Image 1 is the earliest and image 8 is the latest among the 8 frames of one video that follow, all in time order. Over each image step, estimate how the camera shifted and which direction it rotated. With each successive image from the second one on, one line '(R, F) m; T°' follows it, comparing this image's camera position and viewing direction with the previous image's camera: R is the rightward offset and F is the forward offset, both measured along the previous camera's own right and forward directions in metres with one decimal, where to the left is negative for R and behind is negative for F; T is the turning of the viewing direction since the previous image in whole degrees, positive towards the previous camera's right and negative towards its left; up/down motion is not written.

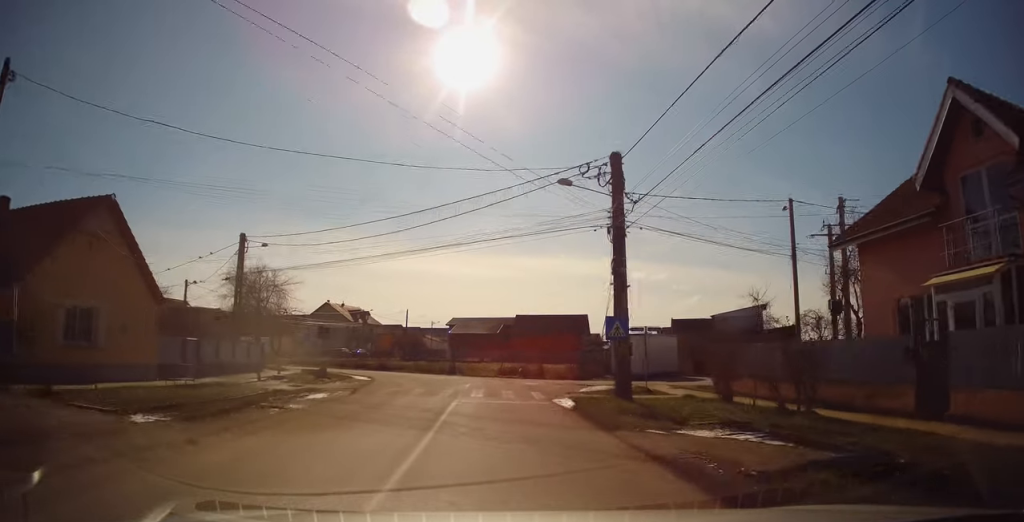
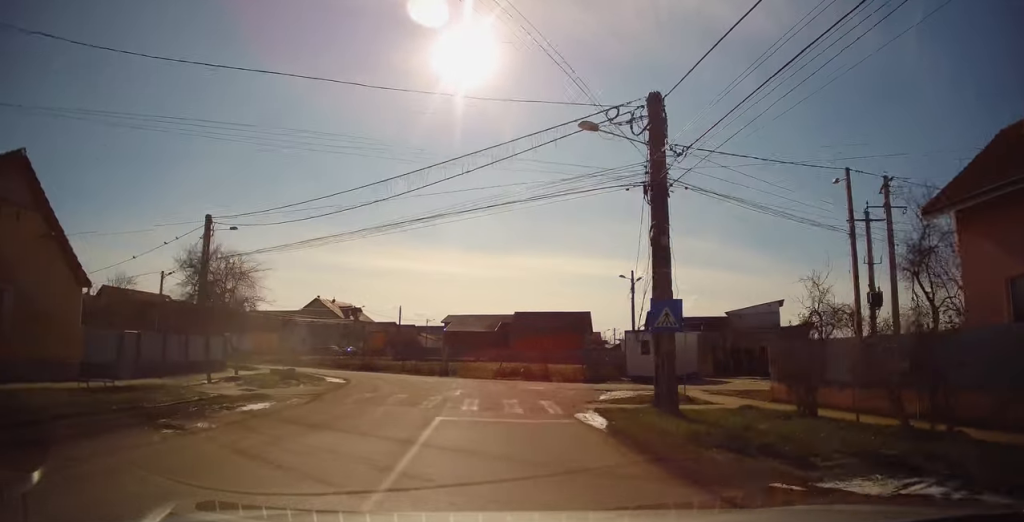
(+0.2, +4.6) m; 0°
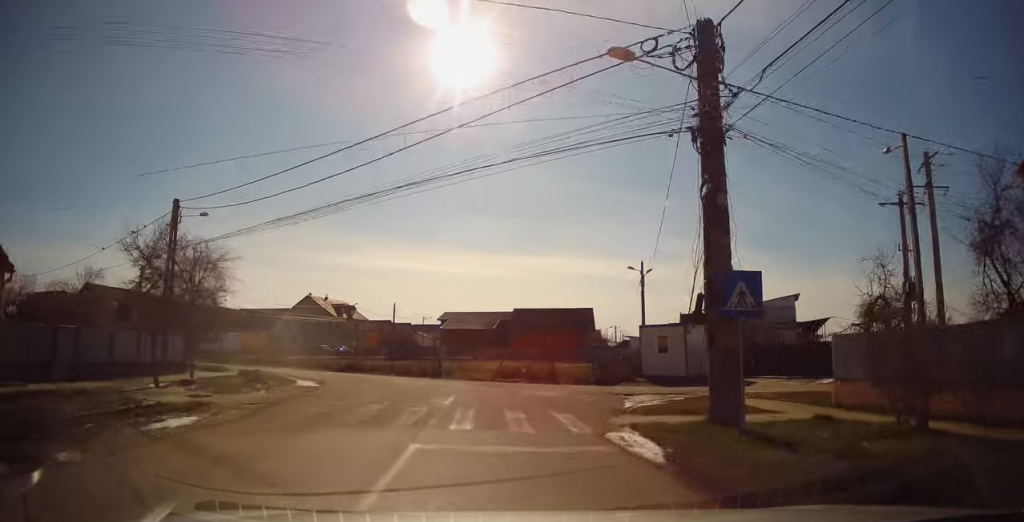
(0.0, +3.6) m; -1°
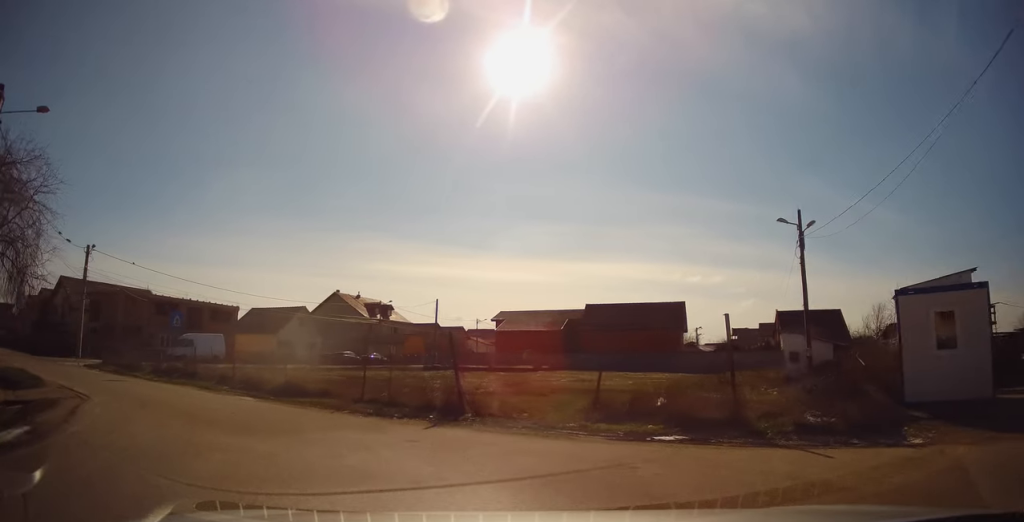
(-0.3, +17.5) m; -9°
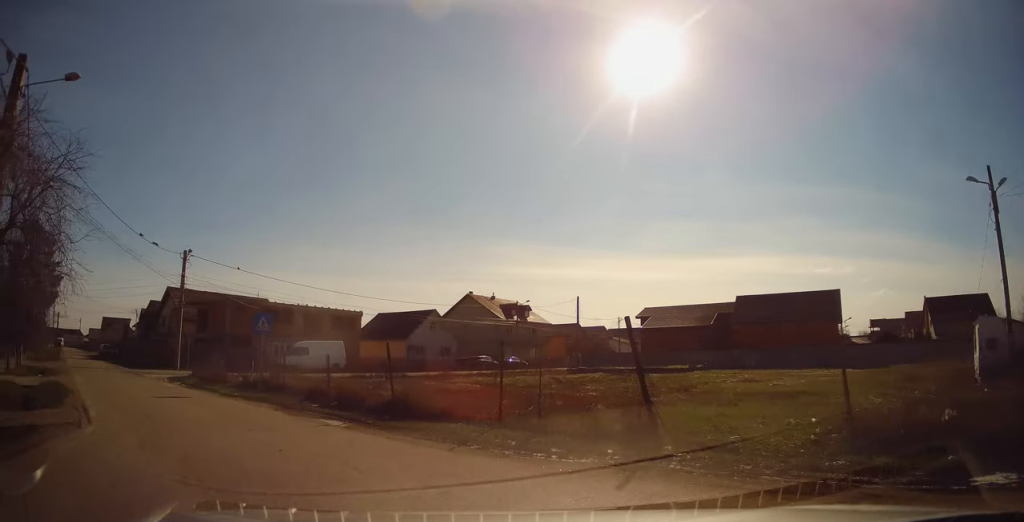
(-0.5, +4.7) m; -16°
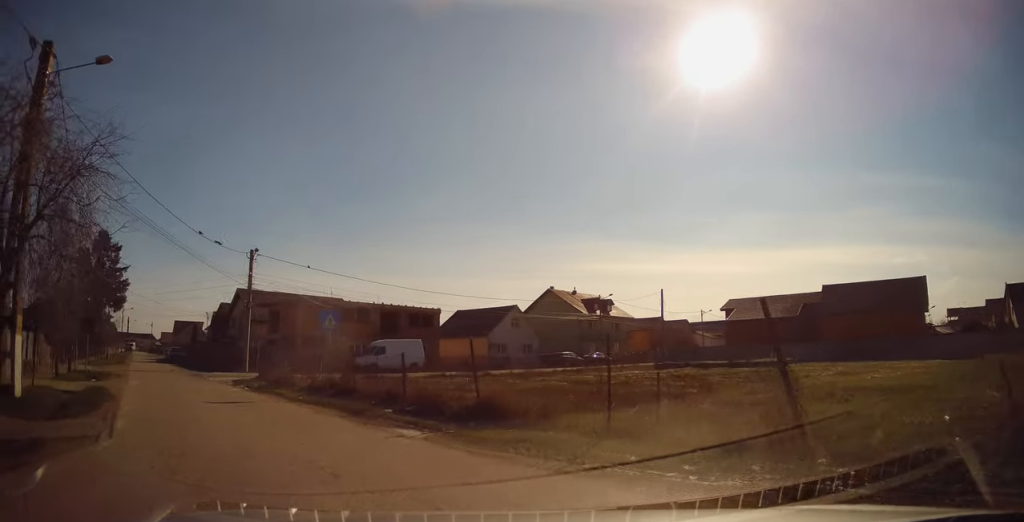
(-0.1, +1.8) m; -7°
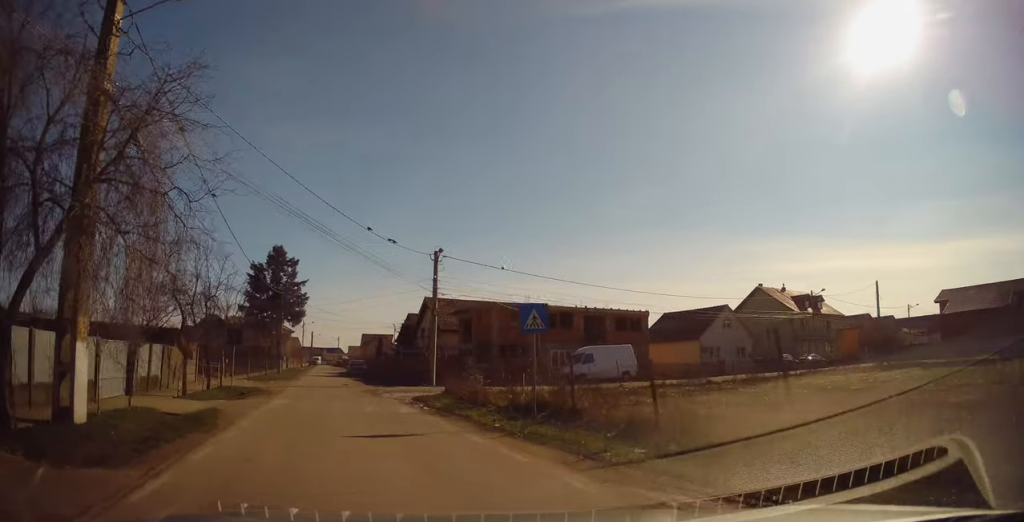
(-0.7, +4.3) m; -16°
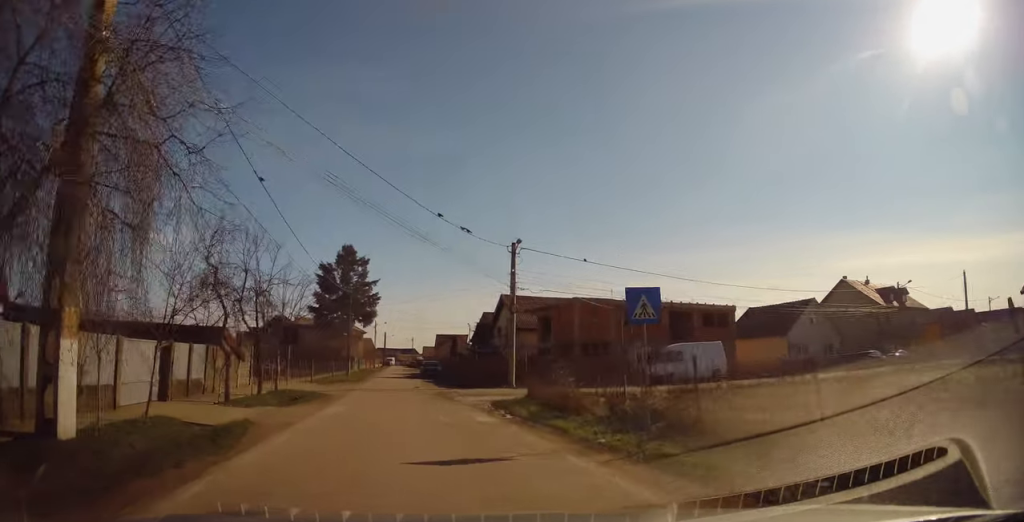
(0.0, +2.2) m; -8°
